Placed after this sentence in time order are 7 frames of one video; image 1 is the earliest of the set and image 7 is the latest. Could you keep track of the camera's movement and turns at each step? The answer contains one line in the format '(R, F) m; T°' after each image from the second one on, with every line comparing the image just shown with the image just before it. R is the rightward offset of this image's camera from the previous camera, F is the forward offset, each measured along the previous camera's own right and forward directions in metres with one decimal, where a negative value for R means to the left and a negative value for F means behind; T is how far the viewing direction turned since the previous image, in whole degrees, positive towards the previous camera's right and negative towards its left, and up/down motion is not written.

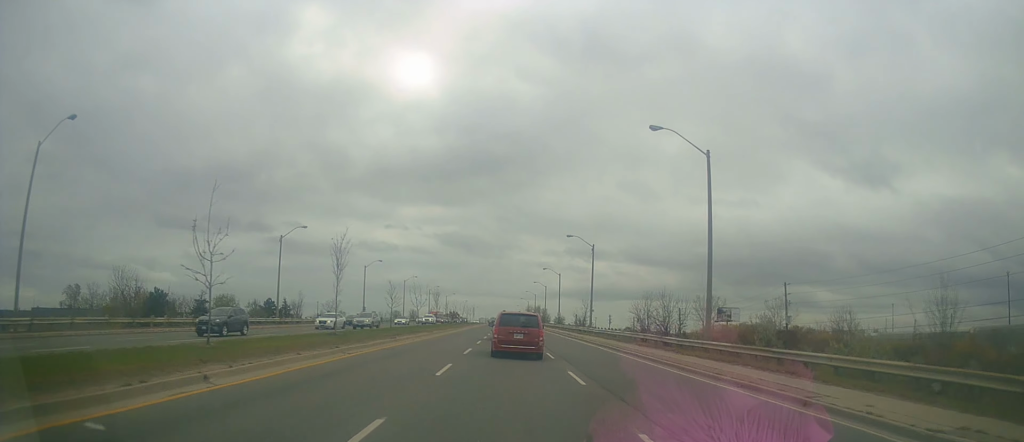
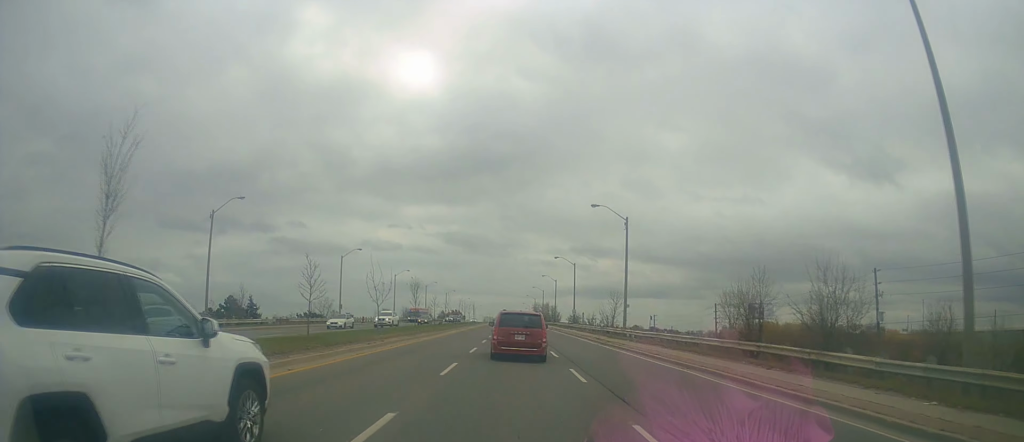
(+0.4, +17.3) m; +1°
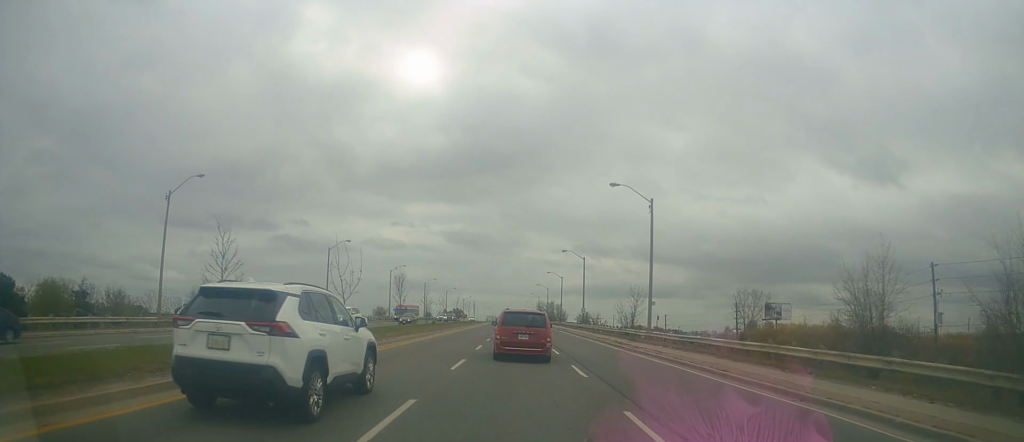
(-0.2, +7.9) m; 0°
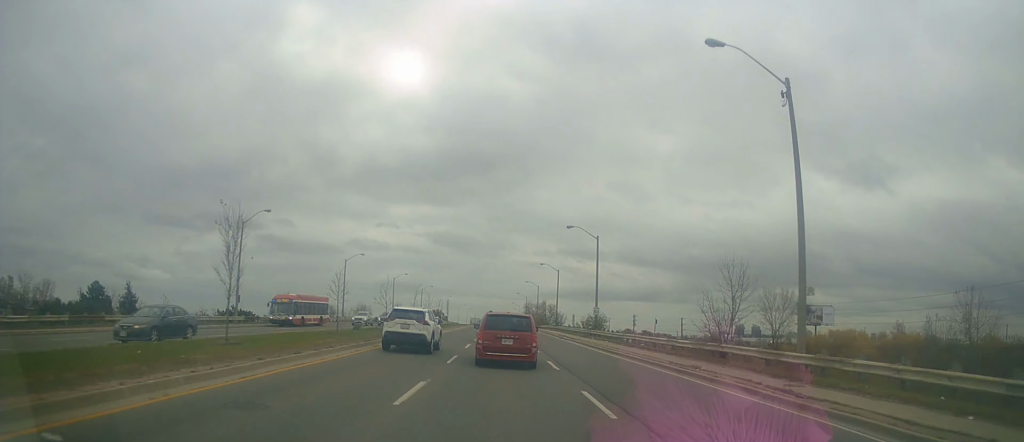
(+0.6, +24.4) m; +2°
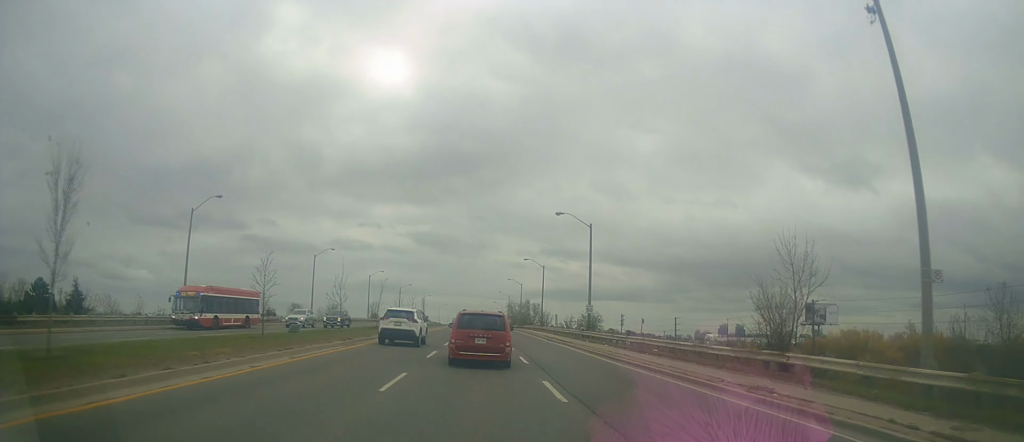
(-0.1, +7.3) m; 0°
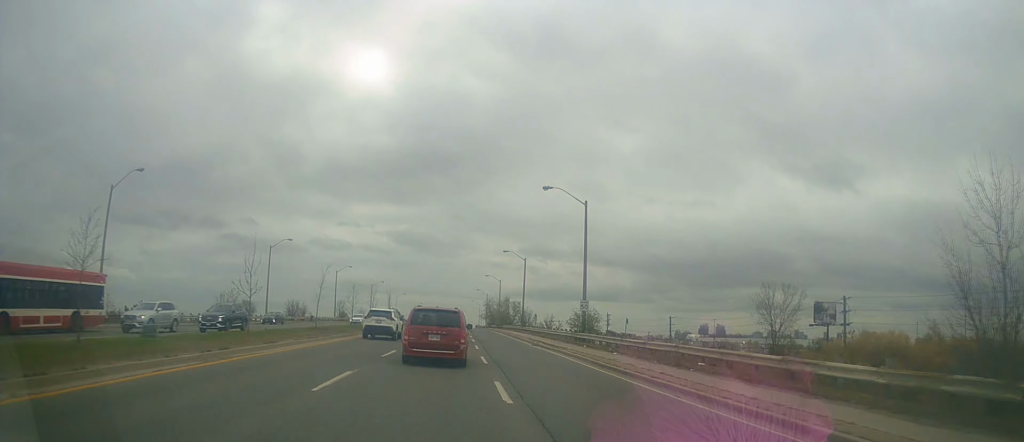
(+0.1, +9.6) m; +1°
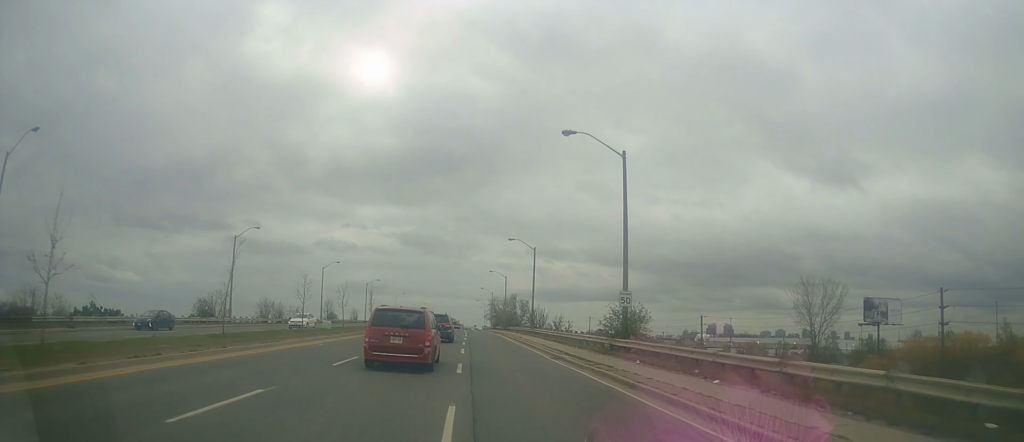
(+0.1, +12.2) m; +2°
